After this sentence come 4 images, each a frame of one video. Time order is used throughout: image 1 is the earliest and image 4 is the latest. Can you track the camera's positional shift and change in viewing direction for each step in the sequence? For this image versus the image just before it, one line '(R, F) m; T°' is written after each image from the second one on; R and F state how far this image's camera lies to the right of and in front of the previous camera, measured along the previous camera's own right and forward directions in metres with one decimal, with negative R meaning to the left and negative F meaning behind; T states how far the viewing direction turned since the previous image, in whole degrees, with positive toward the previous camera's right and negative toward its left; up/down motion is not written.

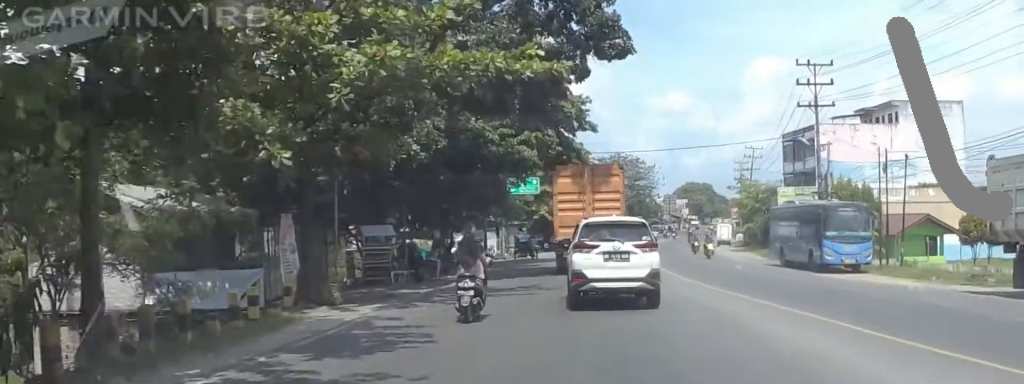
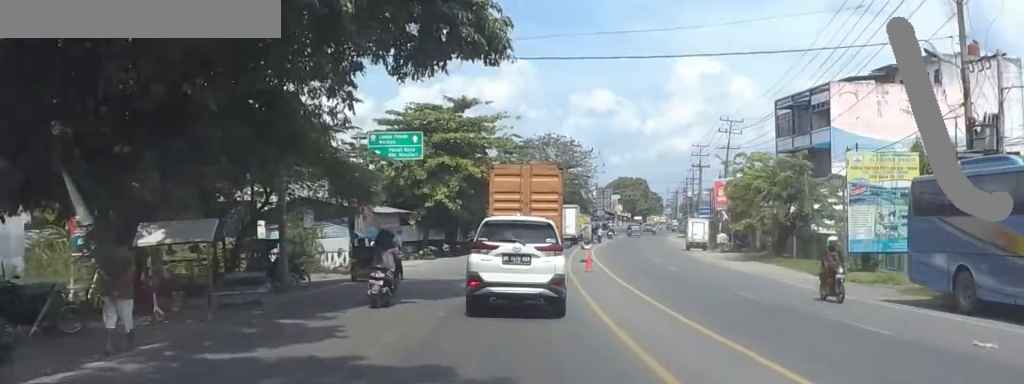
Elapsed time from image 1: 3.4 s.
(-0.2, +30.1) m; 0°
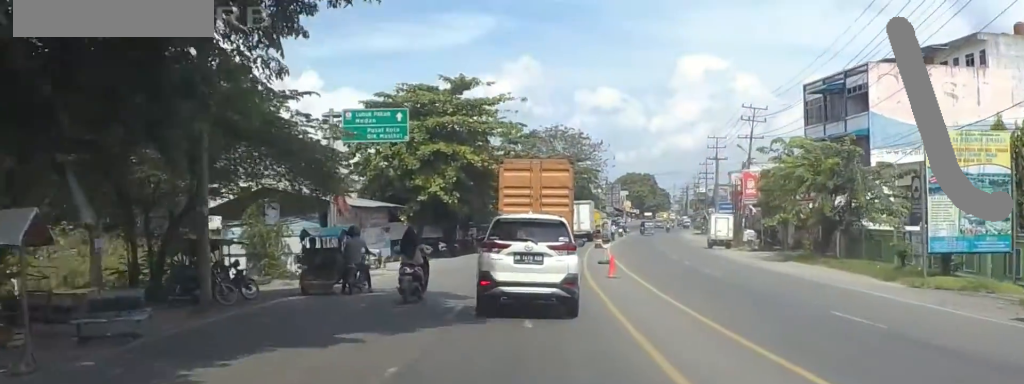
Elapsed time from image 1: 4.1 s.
(+0.3, +6.7) m; 0°
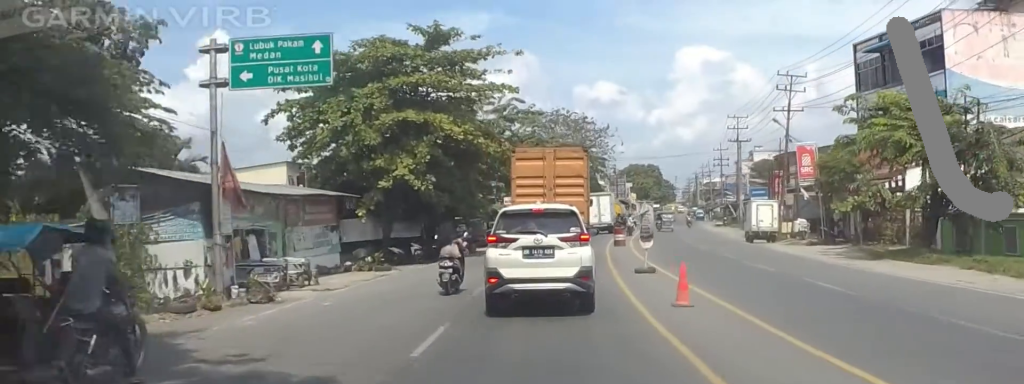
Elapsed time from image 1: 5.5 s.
(-0.3, +12.3) m; 0°
